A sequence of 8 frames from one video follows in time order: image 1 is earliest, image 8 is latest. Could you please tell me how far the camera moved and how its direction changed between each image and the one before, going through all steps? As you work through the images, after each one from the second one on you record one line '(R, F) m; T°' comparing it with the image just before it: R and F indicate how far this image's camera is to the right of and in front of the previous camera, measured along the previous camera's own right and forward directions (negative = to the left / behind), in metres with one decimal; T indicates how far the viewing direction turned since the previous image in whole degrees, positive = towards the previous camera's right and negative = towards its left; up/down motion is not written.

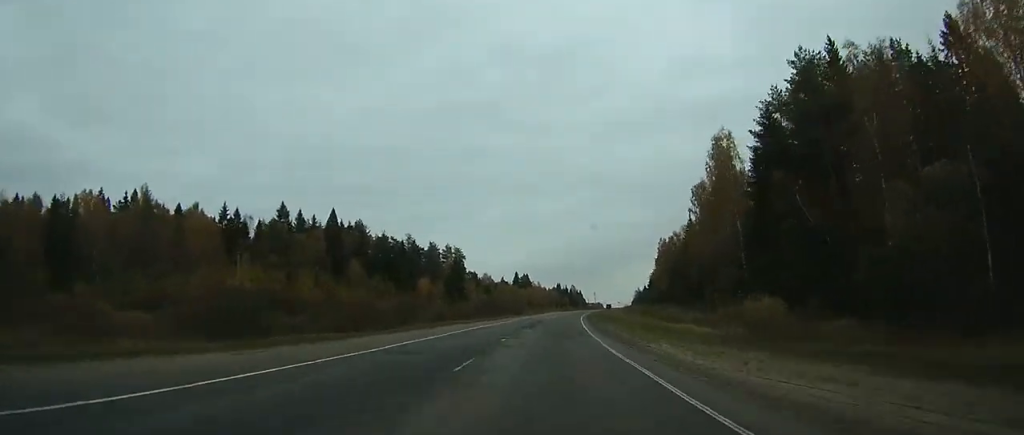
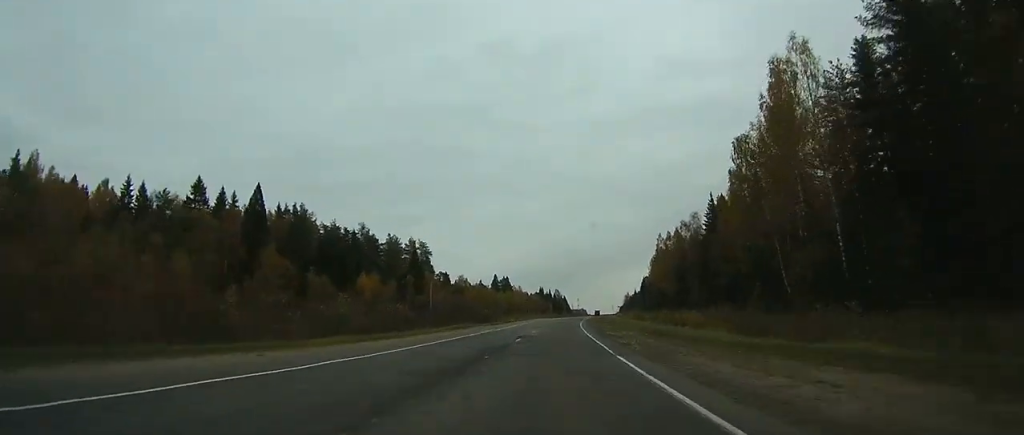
(+0.9, +33.5) m; +2°
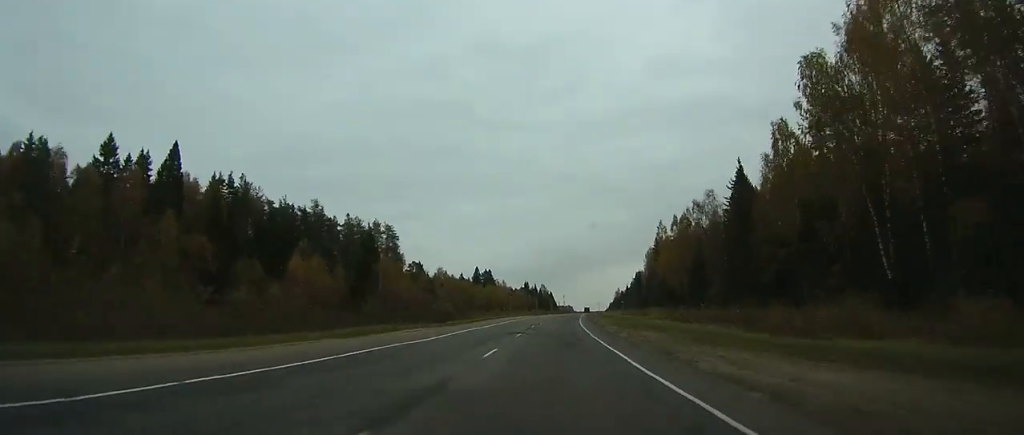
(+0.1, +25.6) m; +1°
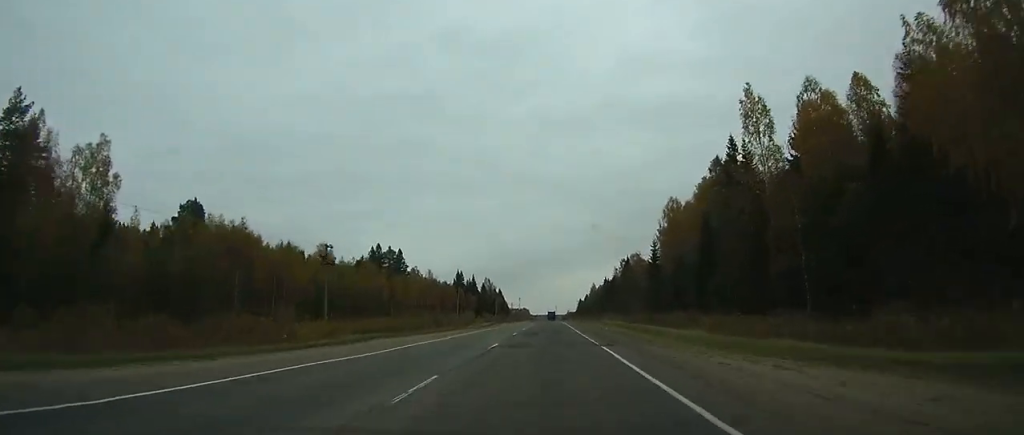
(+5.1, +113.5) m; +4°
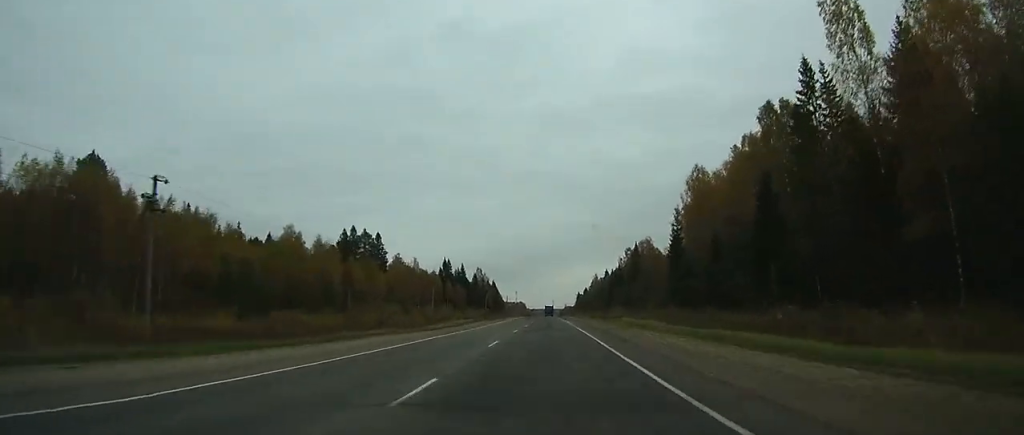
(+0.1, +23.2) m; 0°
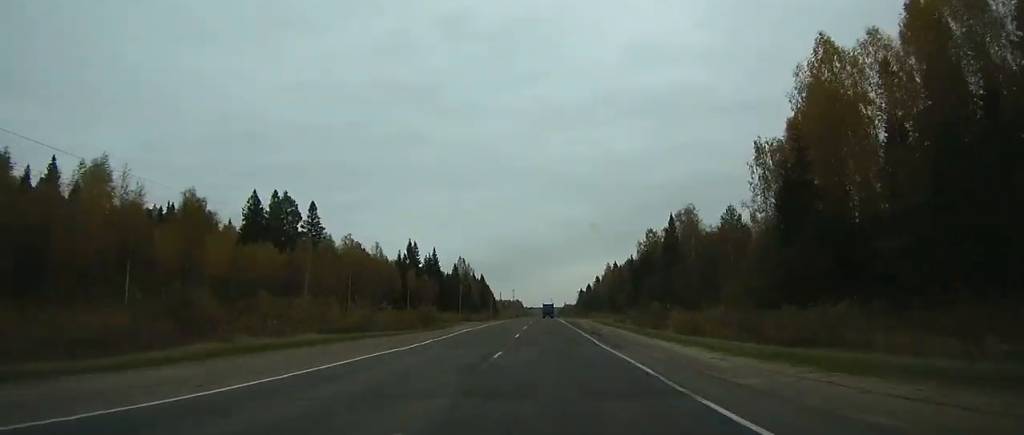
(+0.2, +50.8) m; 0°
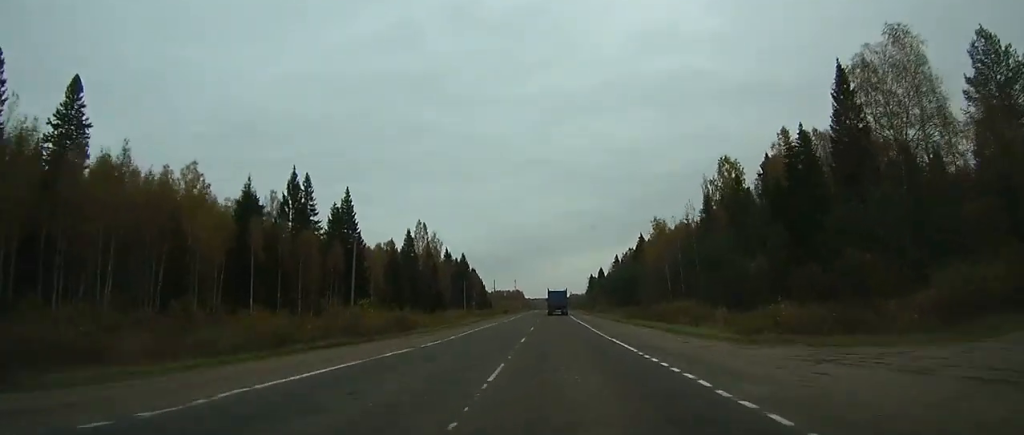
(+0.2, +78.0) m; 0°
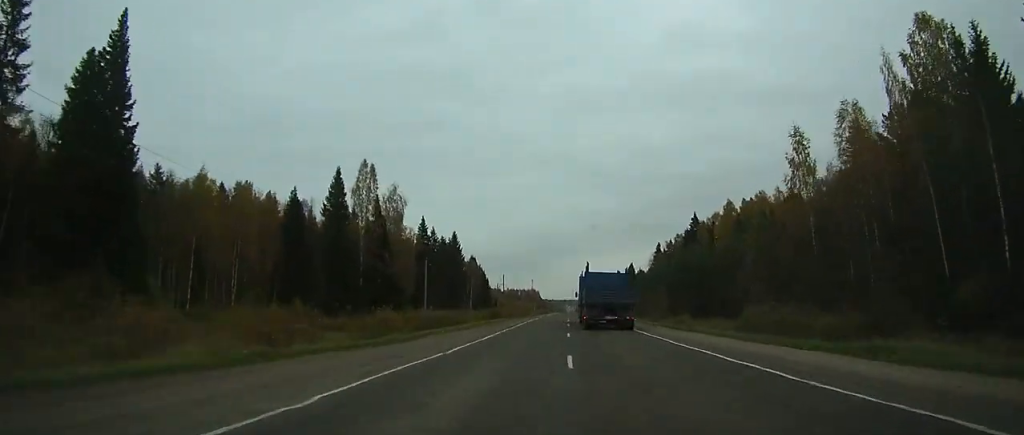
(-0.3, +59.8) m; 0°
